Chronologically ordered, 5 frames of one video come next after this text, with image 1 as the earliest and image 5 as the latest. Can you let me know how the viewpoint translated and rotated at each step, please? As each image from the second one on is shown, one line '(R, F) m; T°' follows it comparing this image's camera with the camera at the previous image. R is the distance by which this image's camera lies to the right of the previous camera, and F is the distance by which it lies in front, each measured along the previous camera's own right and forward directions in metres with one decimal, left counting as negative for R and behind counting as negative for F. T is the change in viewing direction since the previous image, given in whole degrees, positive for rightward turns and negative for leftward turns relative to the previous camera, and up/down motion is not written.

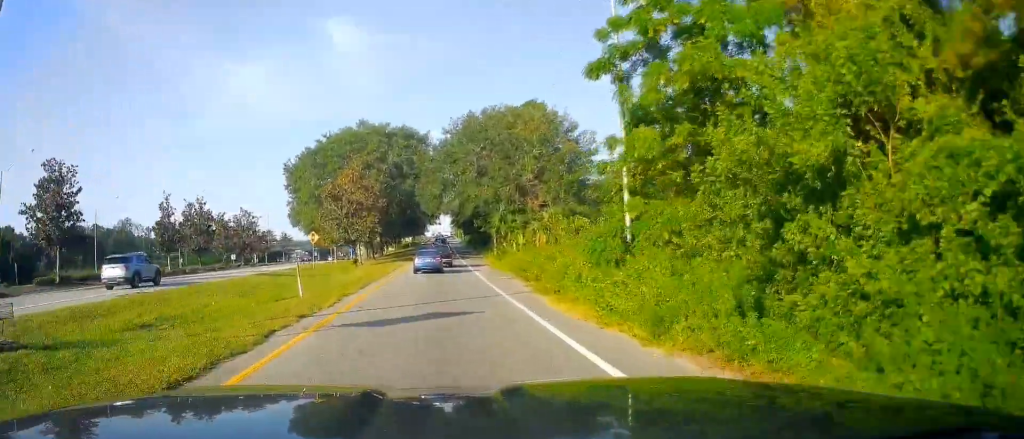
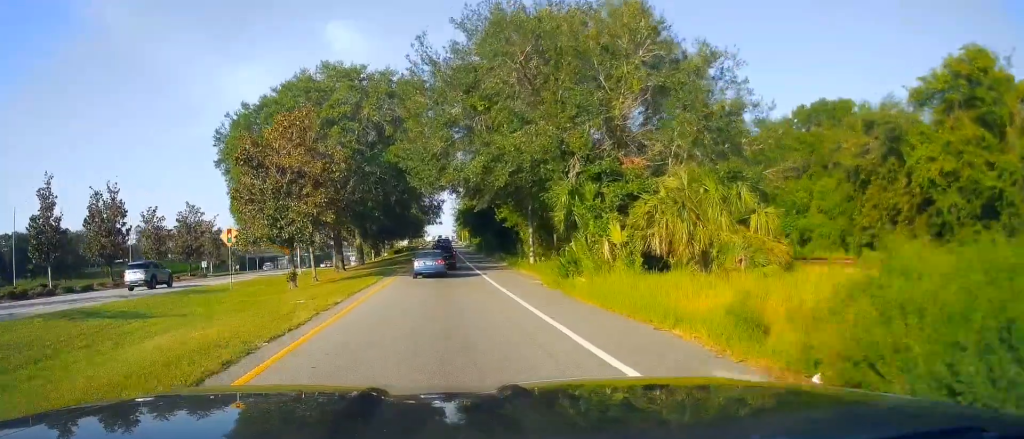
(+0.7, +25.0) m; 0°
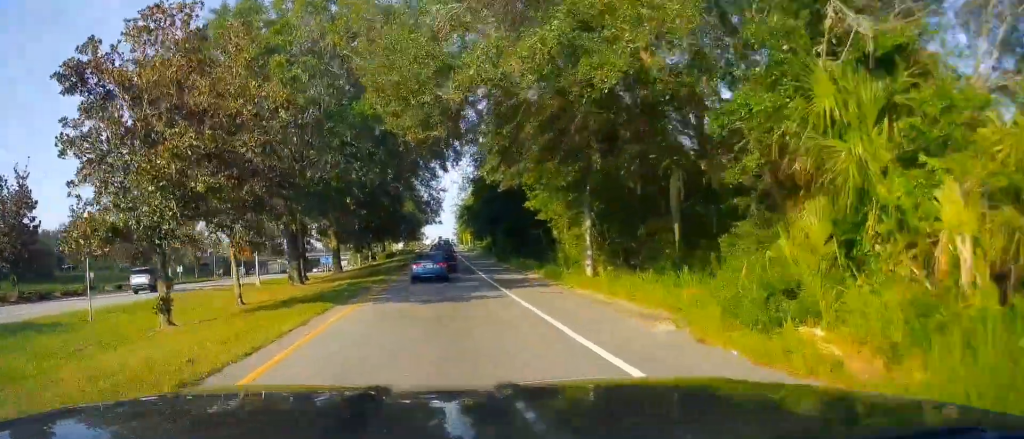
(-0.1, +15.5) m; -1°
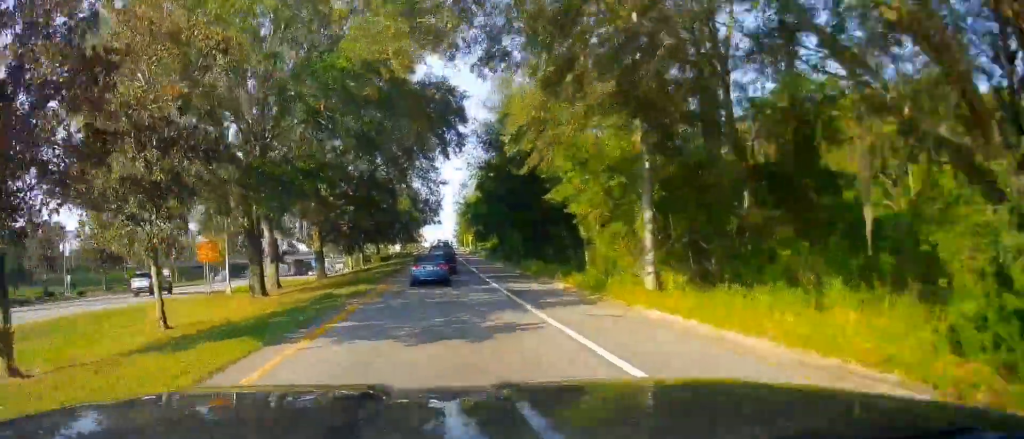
(+0.1, +7.4) m; 0°
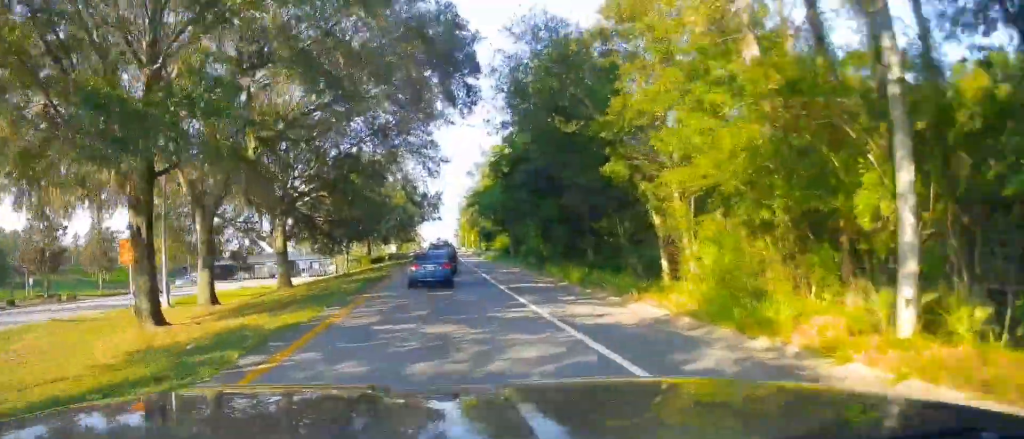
(-0.3, +11.1) m; -1°
